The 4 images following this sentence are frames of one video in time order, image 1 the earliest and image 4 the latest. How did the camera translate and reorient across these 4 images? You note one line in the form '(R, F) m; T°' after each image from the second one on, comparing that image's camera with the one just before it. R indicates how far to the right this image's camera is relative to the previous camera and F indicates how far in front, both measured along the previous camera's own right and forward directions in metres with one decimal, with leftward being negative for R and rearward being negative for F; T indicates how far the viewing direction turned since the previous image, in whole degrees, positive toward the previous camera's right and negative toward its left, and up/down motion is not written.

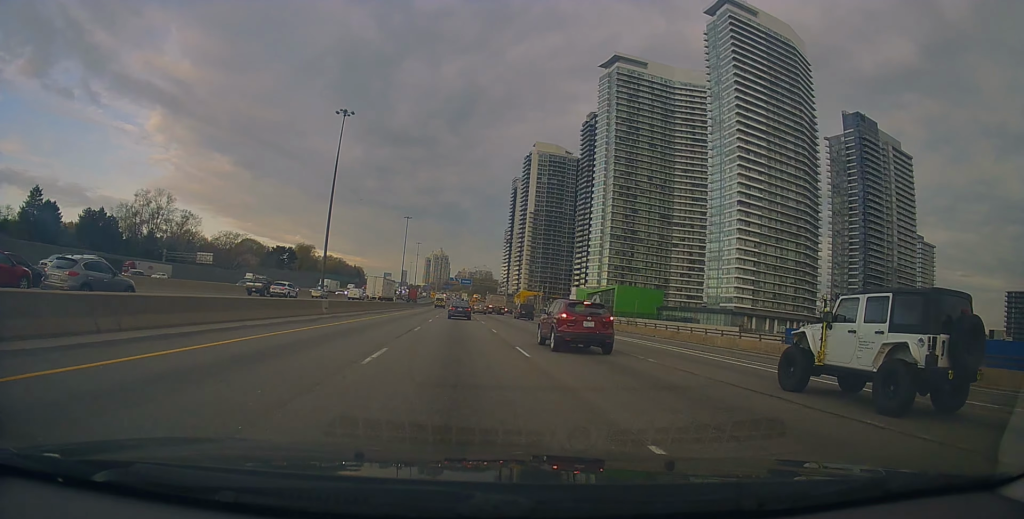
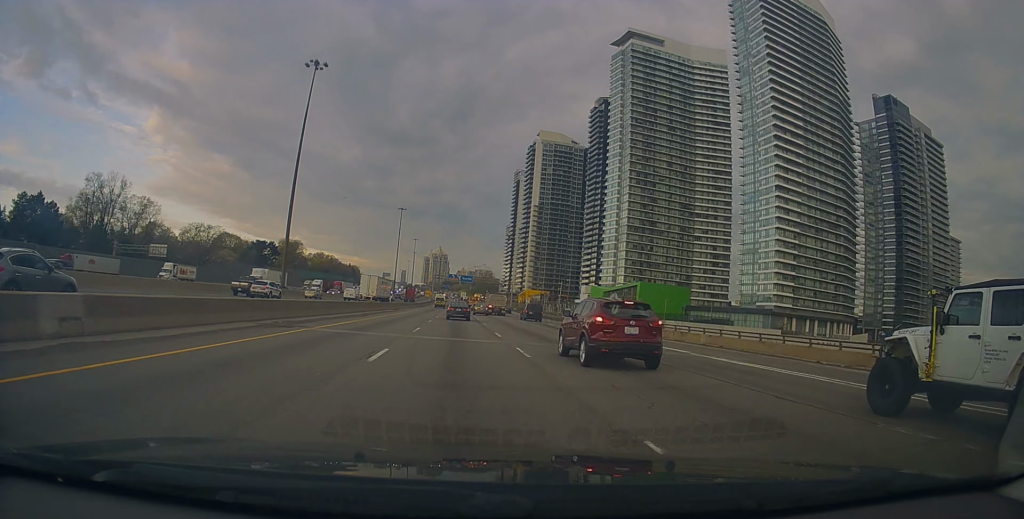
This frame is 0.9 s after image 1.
(-0.2, +24.6) m; 0°
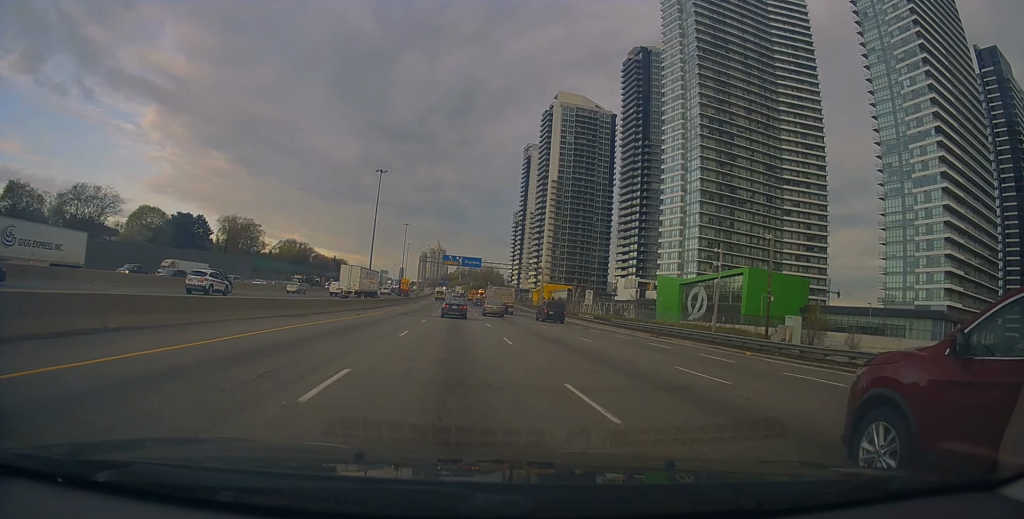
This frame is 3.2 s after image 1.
(-0.2, +65.2) m; -1°
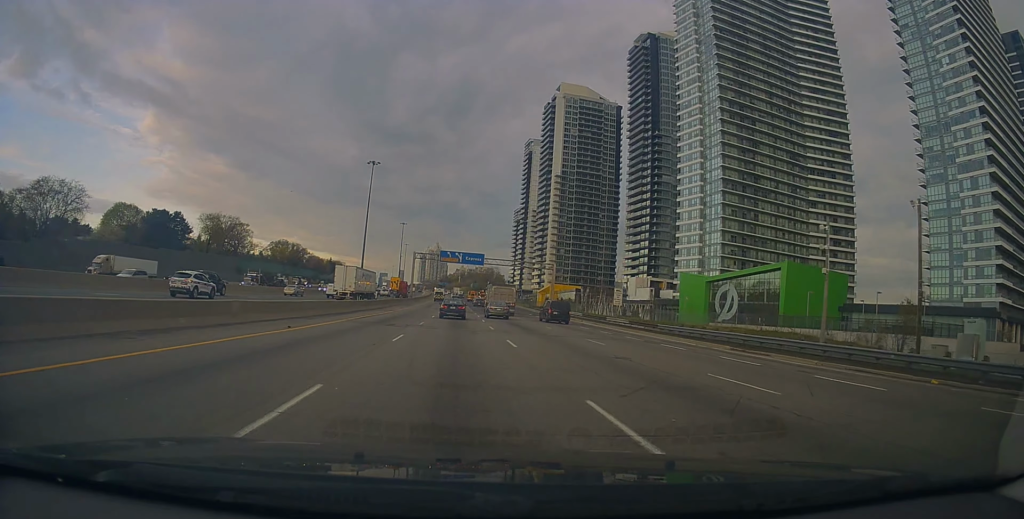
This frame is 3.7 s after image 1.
(0.0, +13.8) m; 0°
